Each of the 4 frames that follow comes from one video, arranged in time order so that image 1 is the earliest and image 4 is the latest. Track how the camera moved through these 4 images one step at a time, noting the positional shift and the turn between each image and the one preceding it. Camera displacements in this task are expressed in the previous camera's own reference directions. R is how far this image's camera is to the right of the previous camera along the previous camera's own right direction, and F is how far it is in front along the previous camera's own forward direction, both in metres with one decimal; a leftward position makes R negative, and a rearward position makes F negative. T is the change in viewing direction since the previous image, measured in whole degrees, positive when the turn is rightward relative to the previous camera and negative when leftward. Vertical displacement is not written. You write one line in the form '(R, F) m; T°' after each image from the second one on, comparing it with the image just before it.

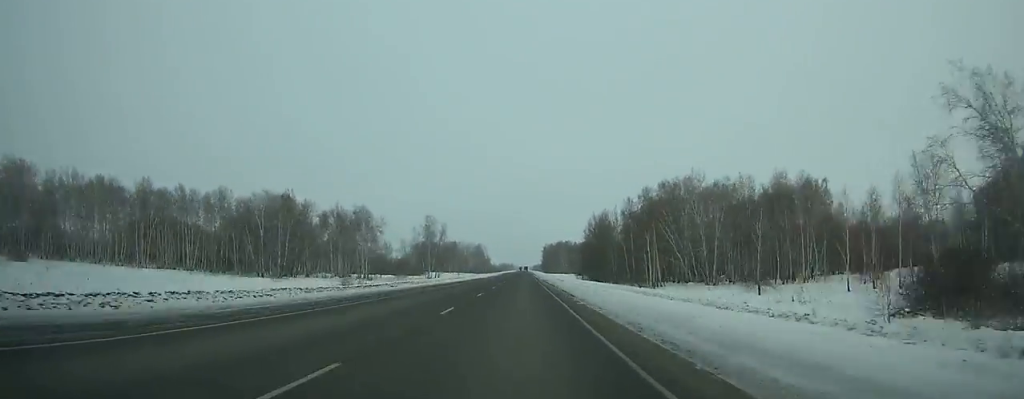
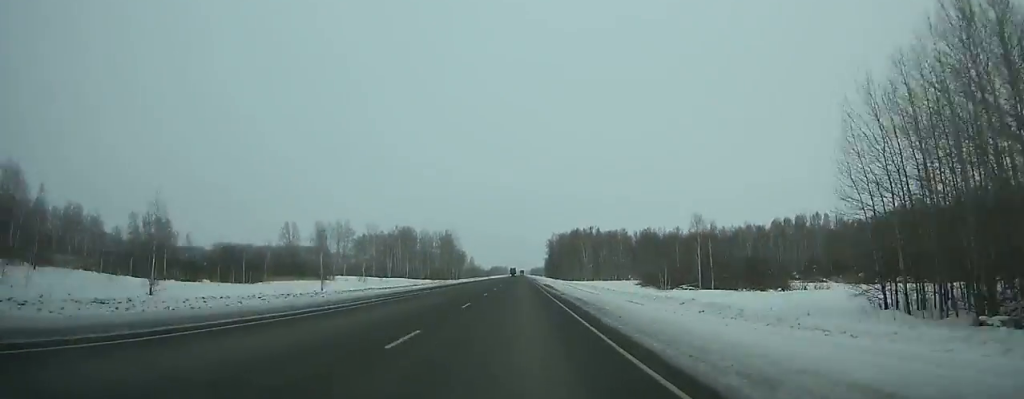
(+0.2, +170.4) m; 0°
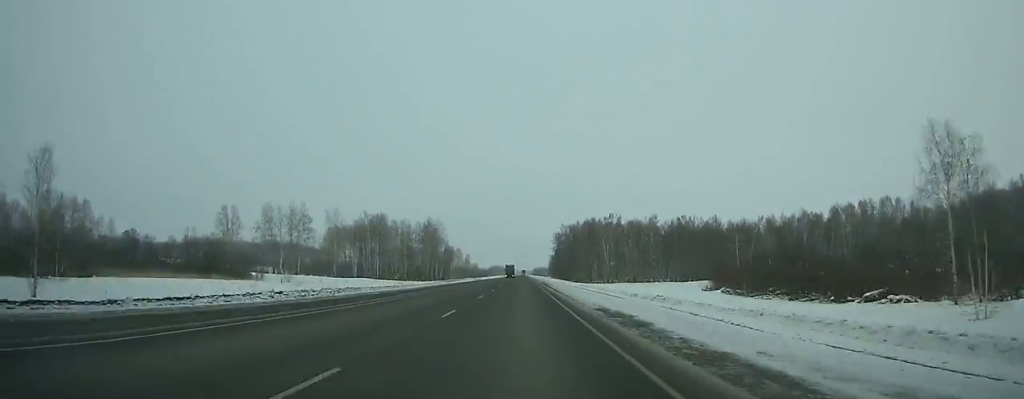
(+0.1, +54.4) m; 0°
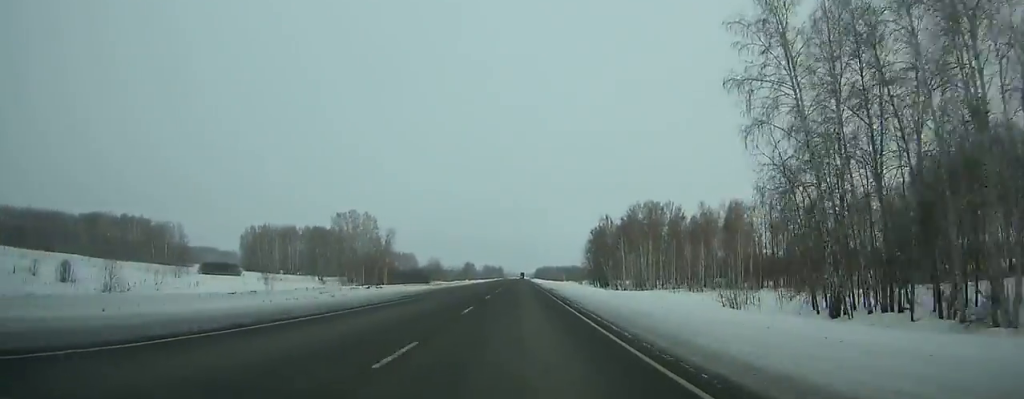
(-0.6, +249.5) m; 0°
